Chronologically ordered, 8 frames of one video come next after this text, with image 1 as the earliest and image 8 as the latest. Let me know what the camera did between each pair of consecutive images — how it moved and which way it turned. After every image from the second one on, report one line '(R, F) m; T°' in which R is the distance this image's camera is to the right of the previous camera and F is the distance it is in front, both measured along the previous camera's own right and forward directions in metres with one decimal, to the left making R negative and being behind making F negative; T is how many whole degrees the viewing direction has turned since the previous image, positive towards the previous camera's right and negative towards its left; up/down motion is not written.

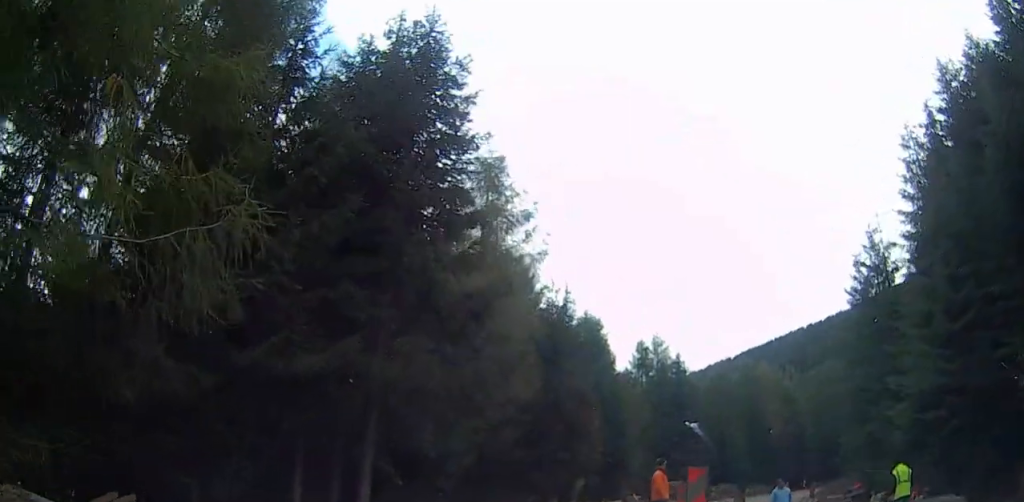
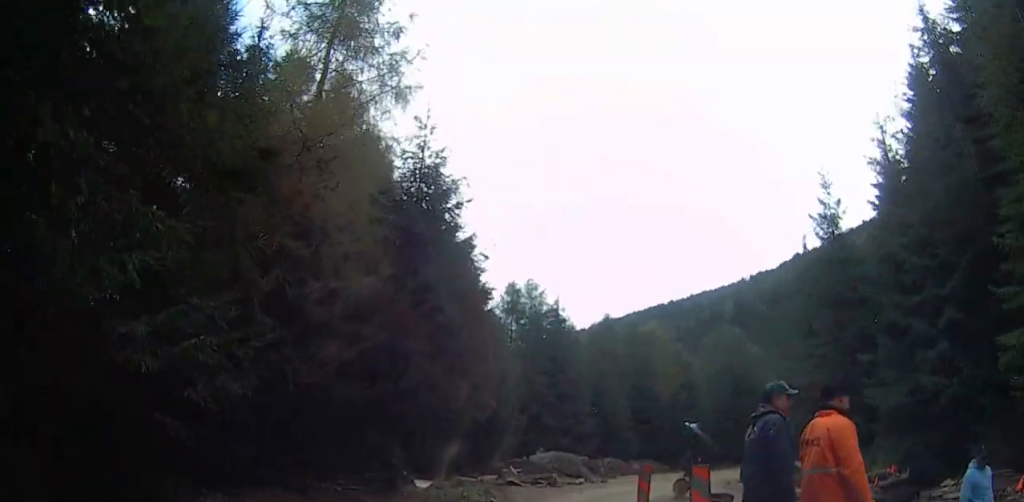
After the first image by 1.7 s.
(+0.8, +10.6) m; +14°
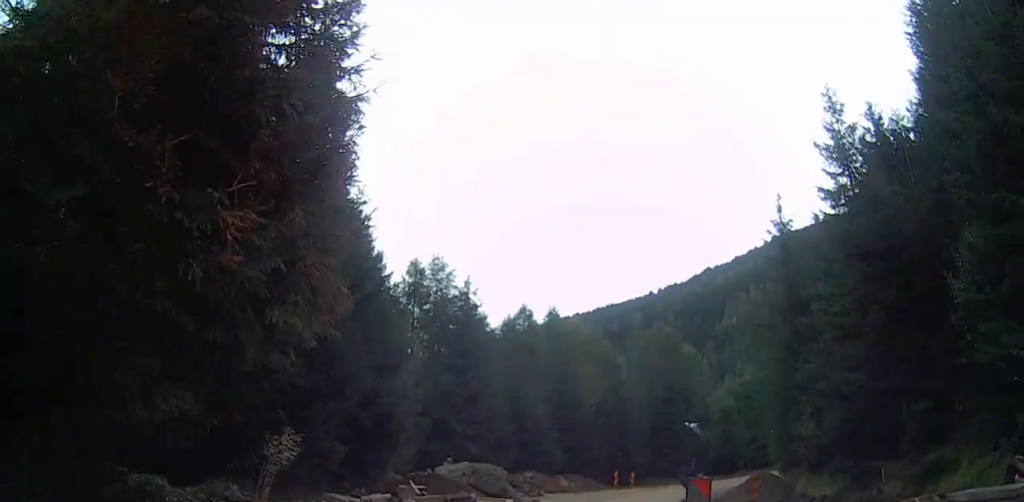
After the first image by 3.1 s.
(+1.2, +8.5) m; +10°
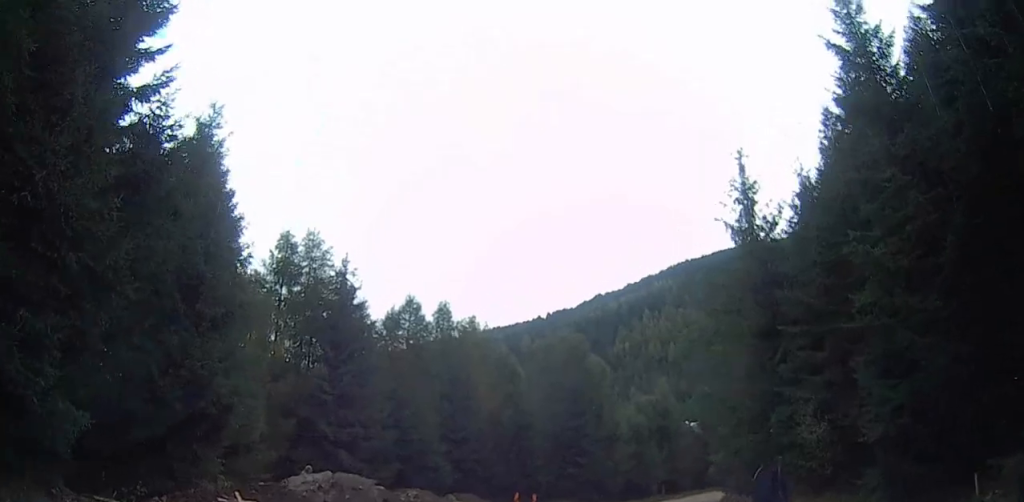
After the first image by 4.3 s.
(+0.2, +8.7) m; +8°
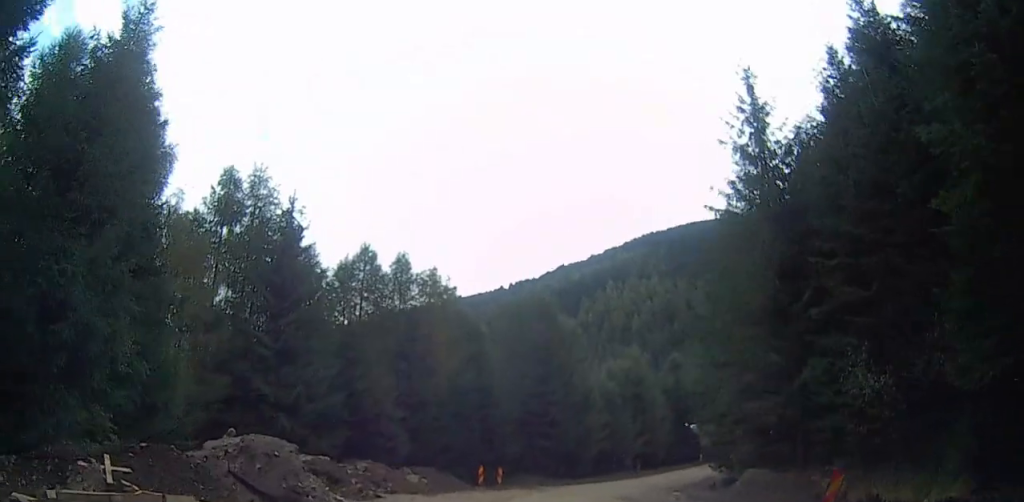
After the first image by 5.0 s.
(+0.5, +4.5) m; +7°
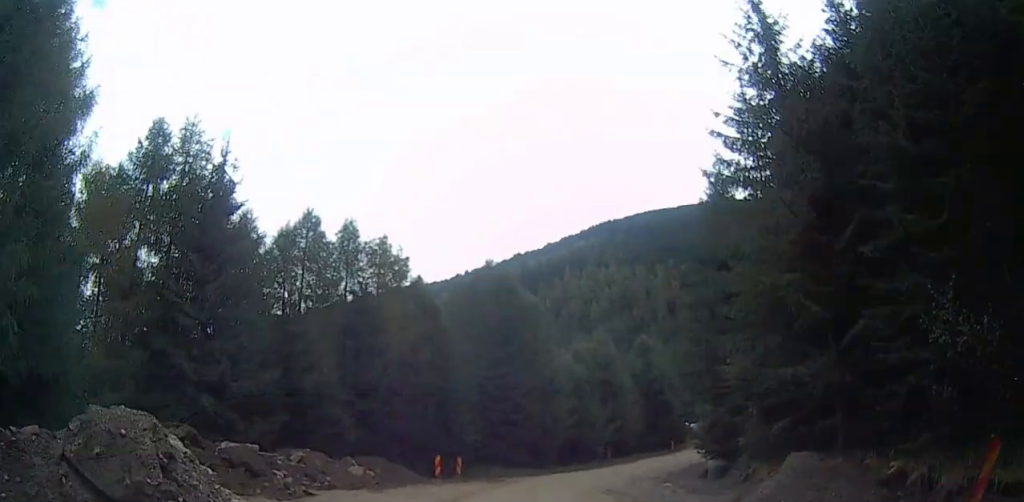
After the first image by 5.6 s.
(+0.4, +4.0) m; +6°
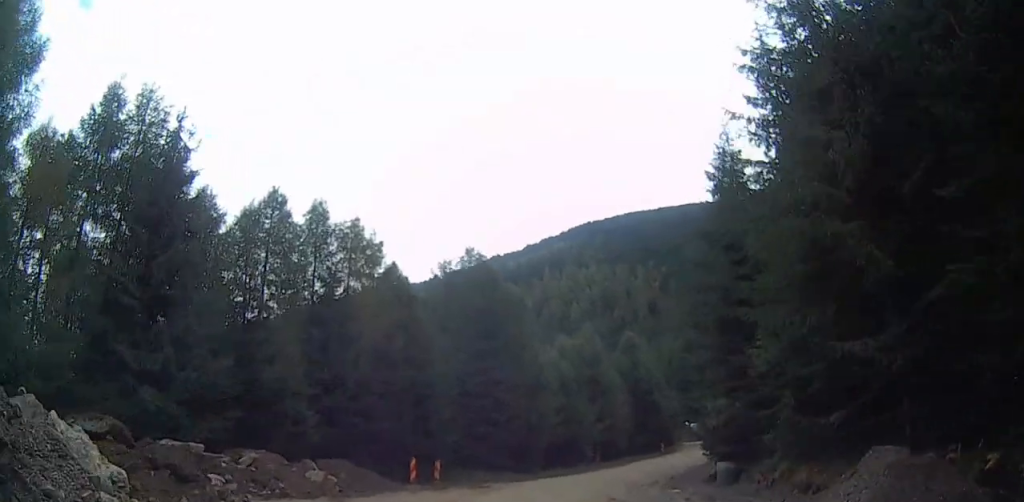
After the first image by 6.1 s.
(+0.1, +2.7) m; -2°
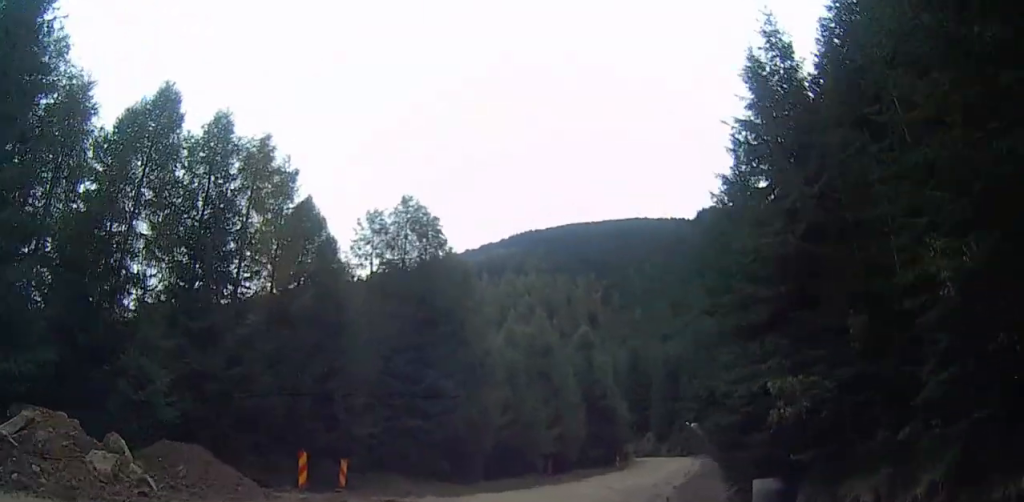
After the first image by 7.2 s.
(-0.3, +6.9) m; -3°
